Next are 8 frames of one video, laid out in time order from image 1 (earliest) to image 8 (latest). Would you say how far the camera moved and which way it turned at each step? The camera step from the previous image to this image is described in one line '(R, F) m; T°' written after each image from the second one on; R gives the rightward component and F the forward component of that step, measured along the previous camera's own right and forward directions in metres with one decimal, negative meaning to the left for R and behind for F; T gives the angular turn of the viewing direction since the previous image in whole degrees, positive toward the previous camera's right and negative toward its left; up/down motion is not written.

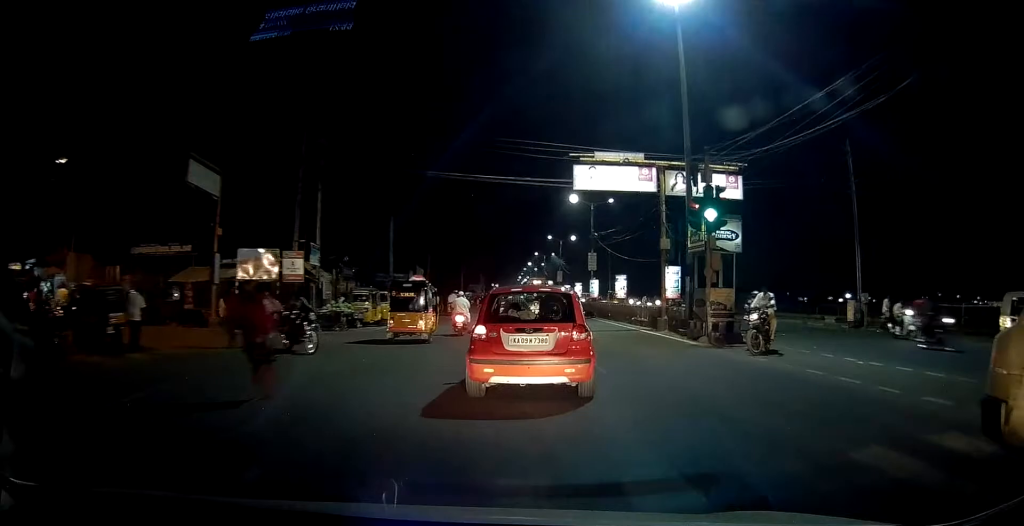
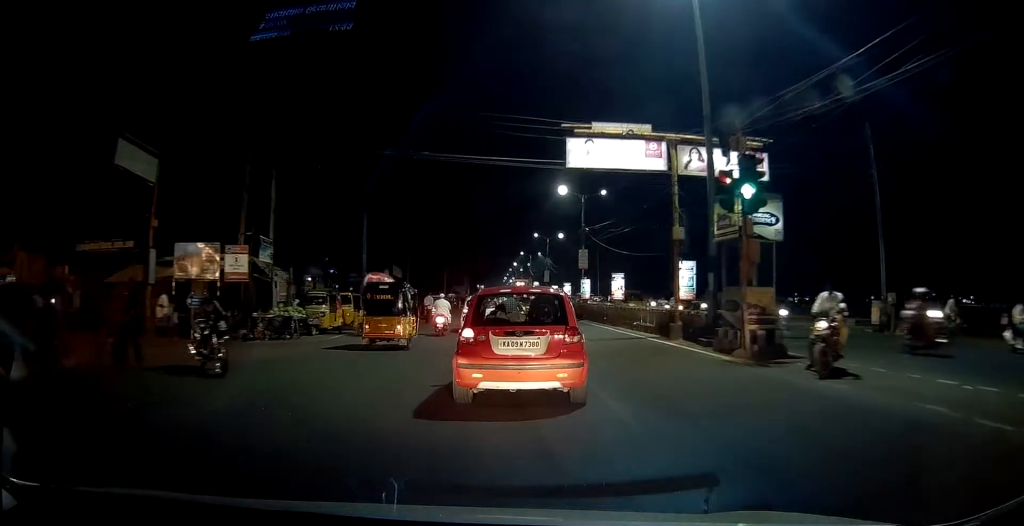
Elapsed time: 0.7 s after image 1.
(+0.3, +3.8) m; 0°
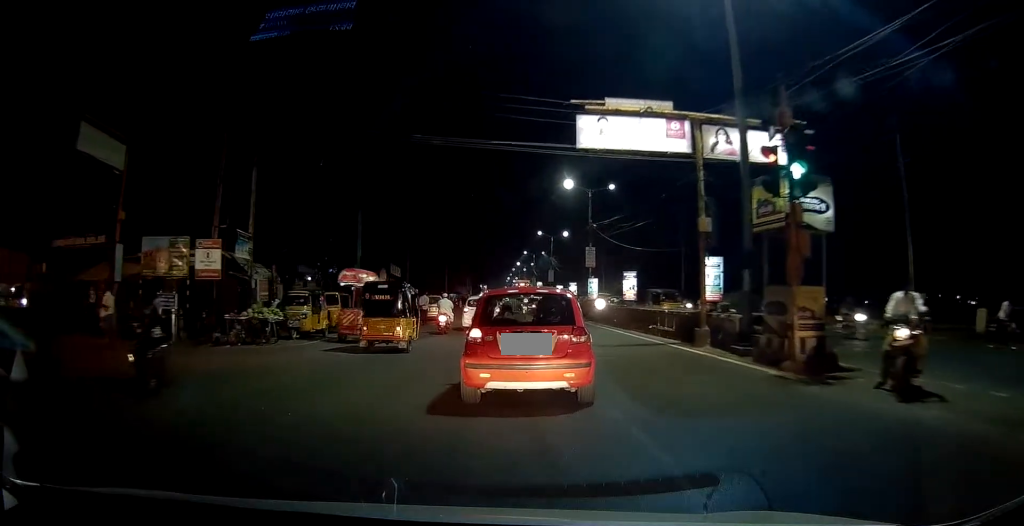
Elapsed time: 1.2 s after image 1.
(-0.2, +2.5) m; 0°
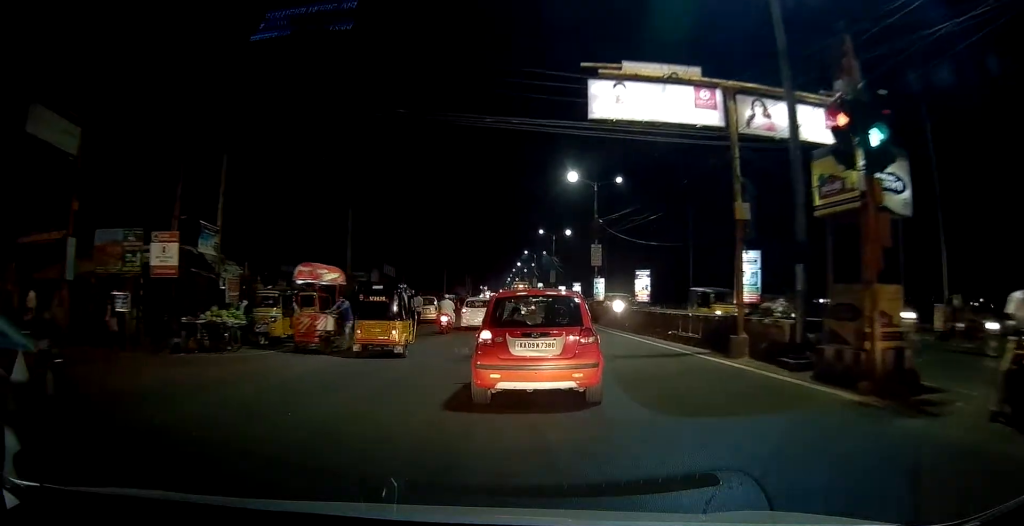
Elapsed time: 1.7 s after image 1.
(-0.2, +2.8) m; 0°
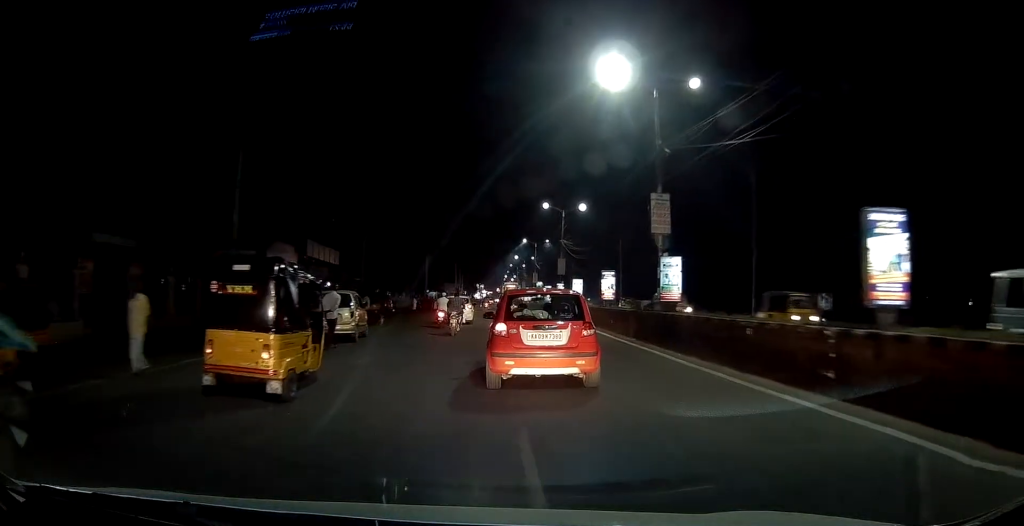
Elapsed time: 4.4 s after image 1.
(+0.4, +16.6) m; +1°
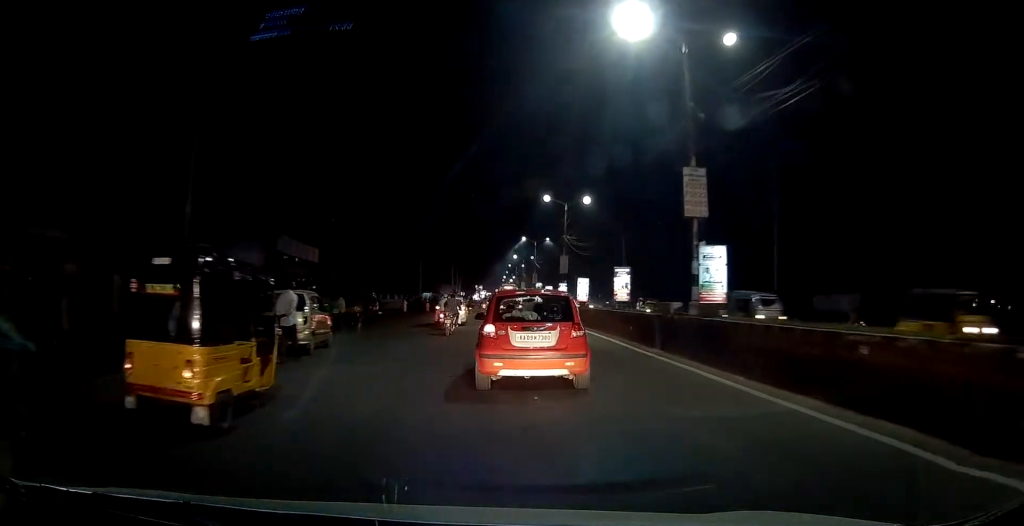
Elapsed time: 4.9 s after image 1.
(+0.1, +3.8) m; 0°
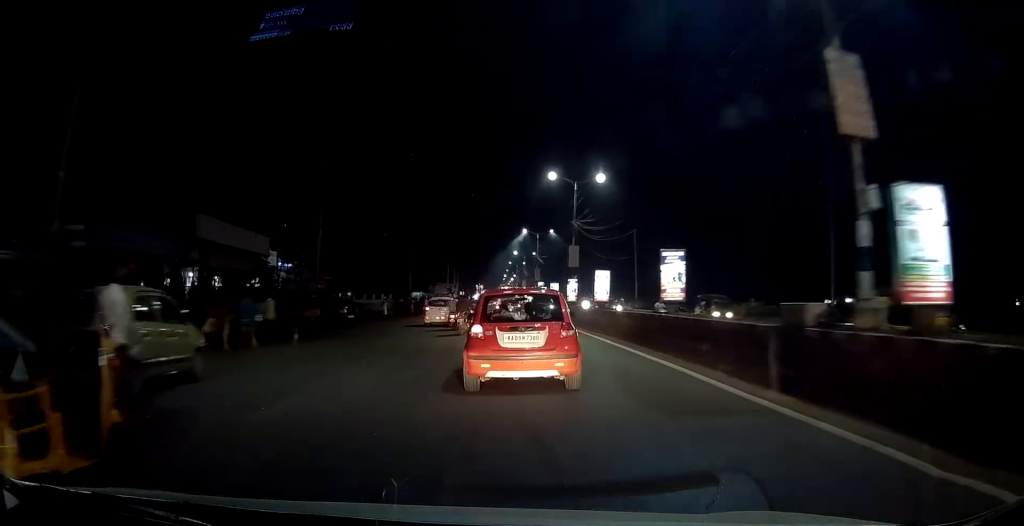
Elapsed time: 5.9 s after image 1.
(-0.3, +7.1) m; 0°
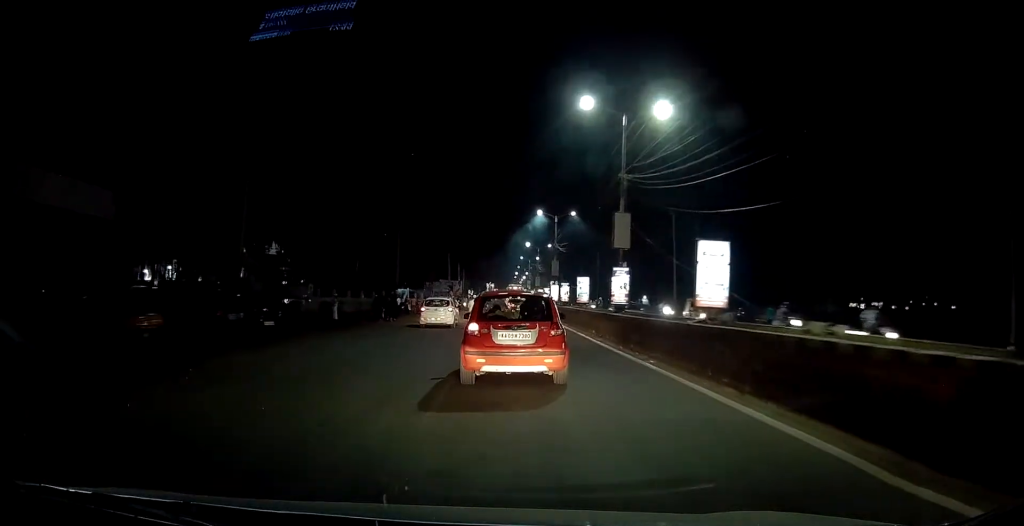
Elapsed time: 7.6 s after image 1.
(0.0, +12.9) m; -2°
